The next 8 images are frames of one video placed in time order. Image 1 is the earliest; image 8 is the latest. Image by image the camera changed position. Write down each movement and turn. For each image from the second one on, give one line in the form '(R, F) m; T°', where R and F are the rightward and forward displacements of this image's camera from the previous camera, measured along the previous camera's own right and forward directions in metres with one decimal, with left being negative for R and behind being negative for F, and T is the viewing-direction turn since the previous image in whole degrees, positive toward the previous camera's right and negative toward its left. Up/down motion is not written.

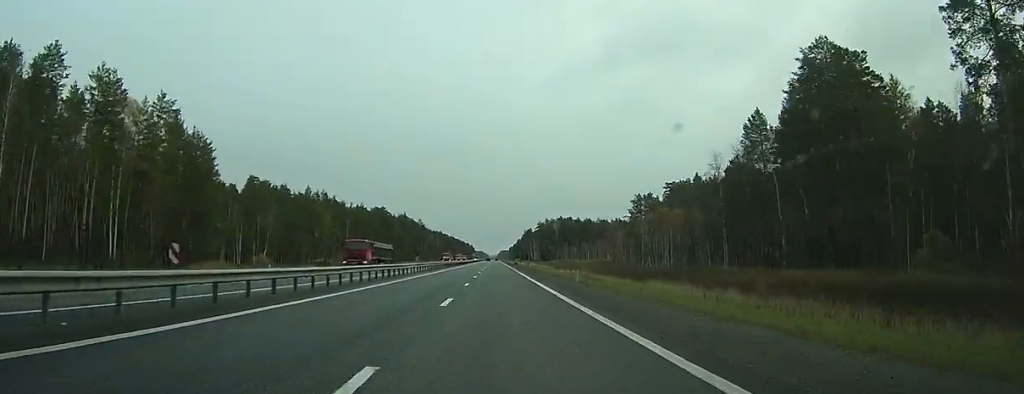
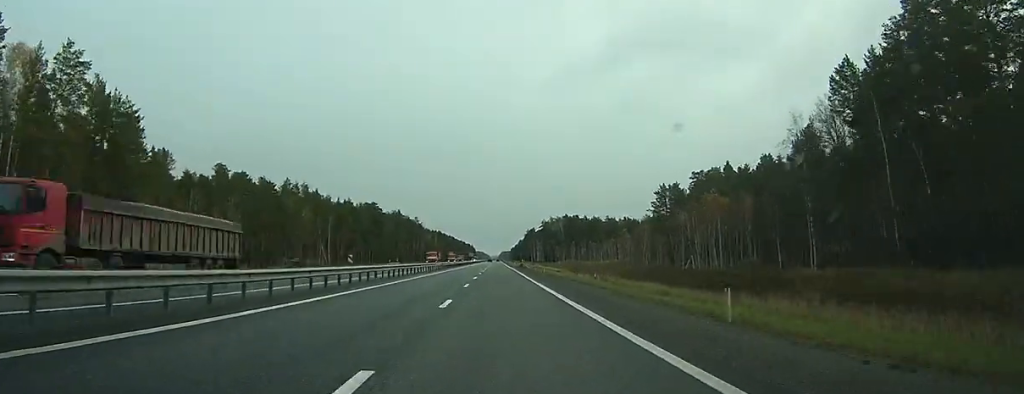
(0.0, +23.8) m; 0°
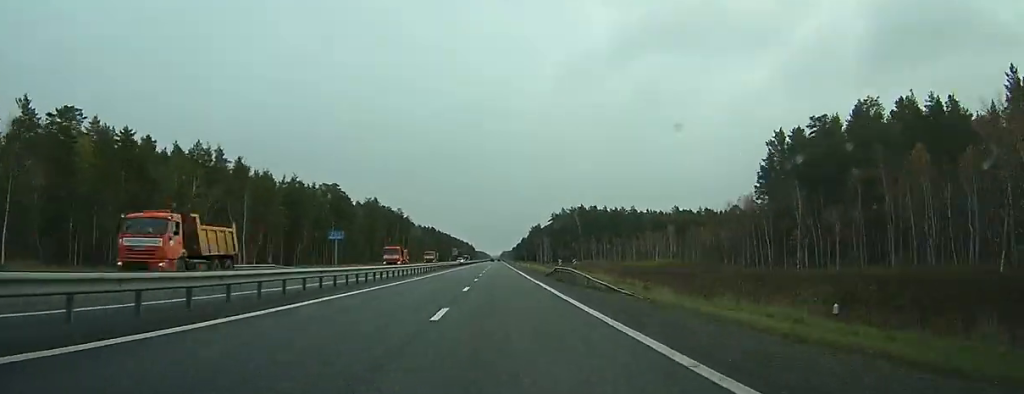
(0.0, +61.7) m; 0°
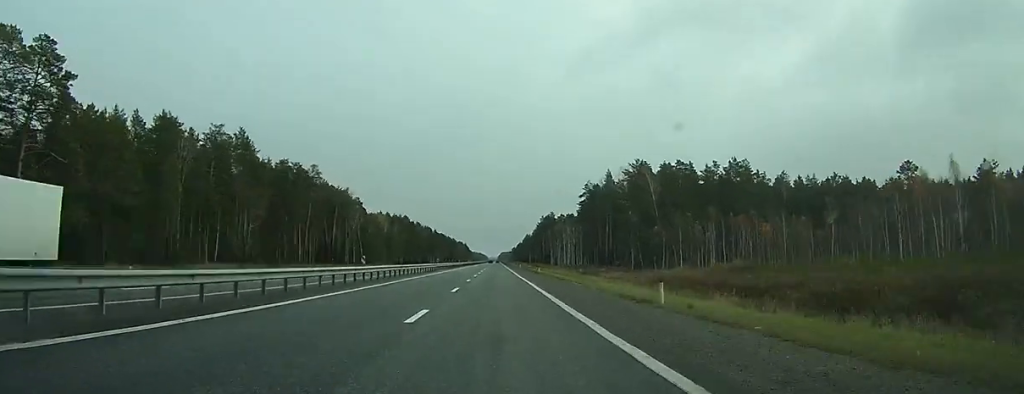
(-0.7, +137.2) m; 0°
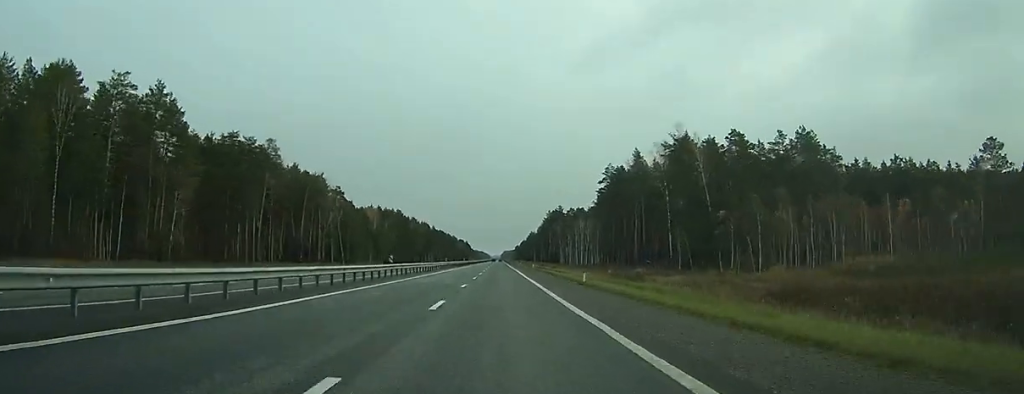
(0.0, +32.7) m; 0°
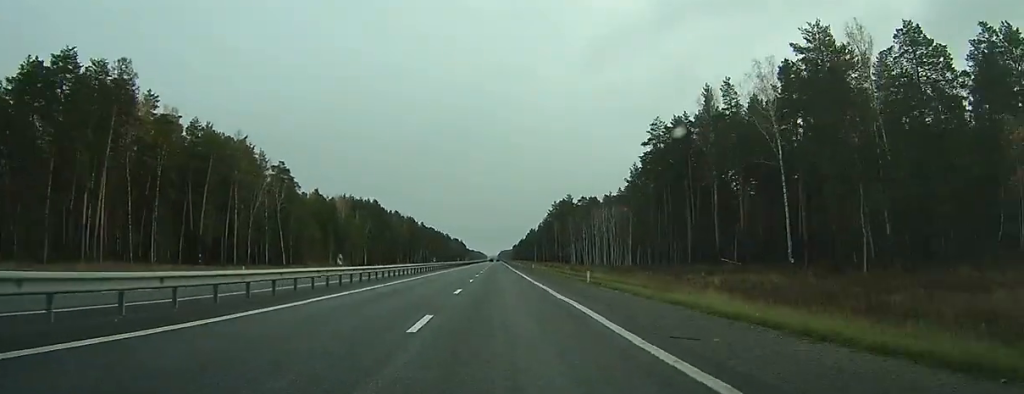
(+0.2, +50.7) m; 0°
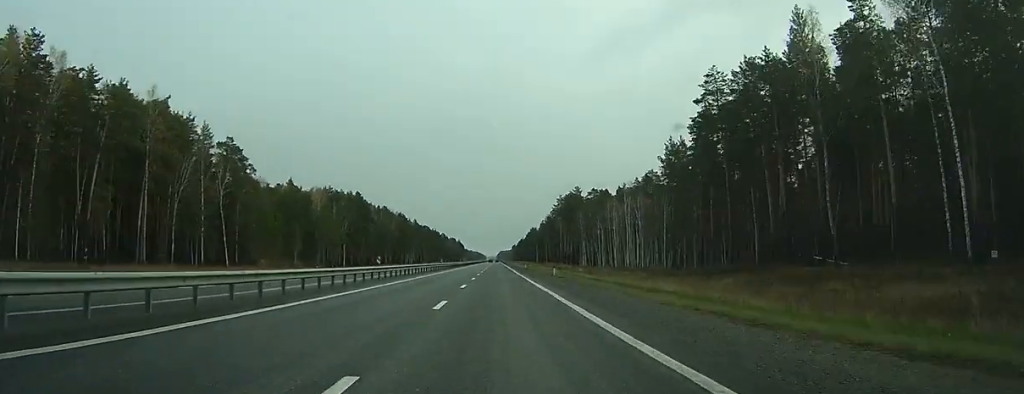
(-0.2, +29.6) m; 0°
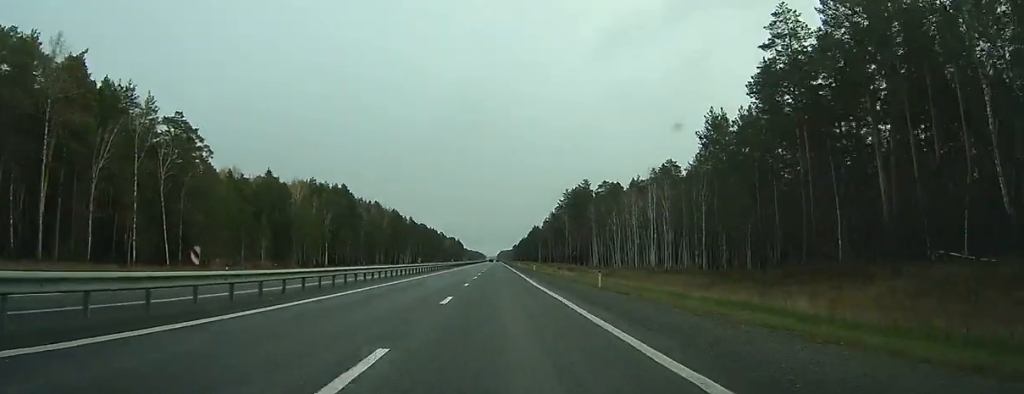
(-0.1, +21.0) m; 0°
